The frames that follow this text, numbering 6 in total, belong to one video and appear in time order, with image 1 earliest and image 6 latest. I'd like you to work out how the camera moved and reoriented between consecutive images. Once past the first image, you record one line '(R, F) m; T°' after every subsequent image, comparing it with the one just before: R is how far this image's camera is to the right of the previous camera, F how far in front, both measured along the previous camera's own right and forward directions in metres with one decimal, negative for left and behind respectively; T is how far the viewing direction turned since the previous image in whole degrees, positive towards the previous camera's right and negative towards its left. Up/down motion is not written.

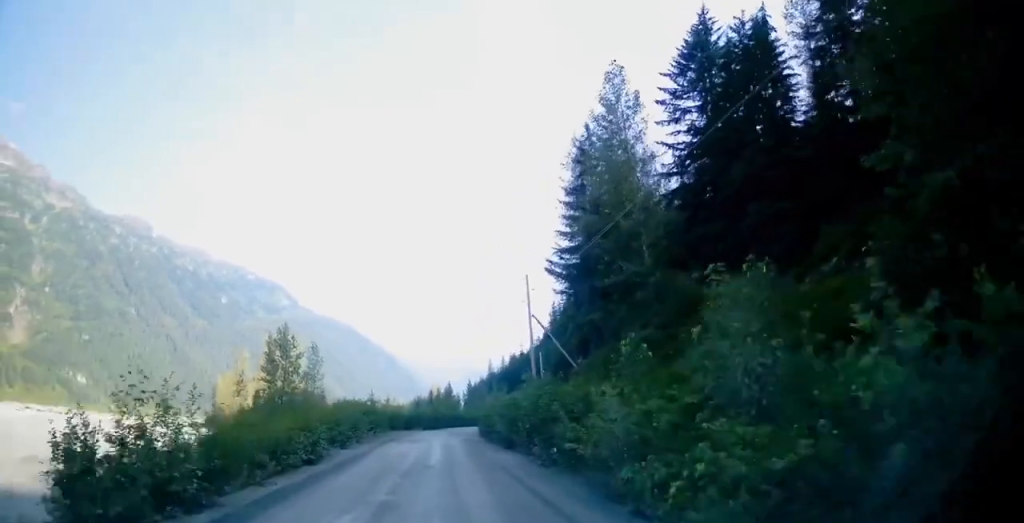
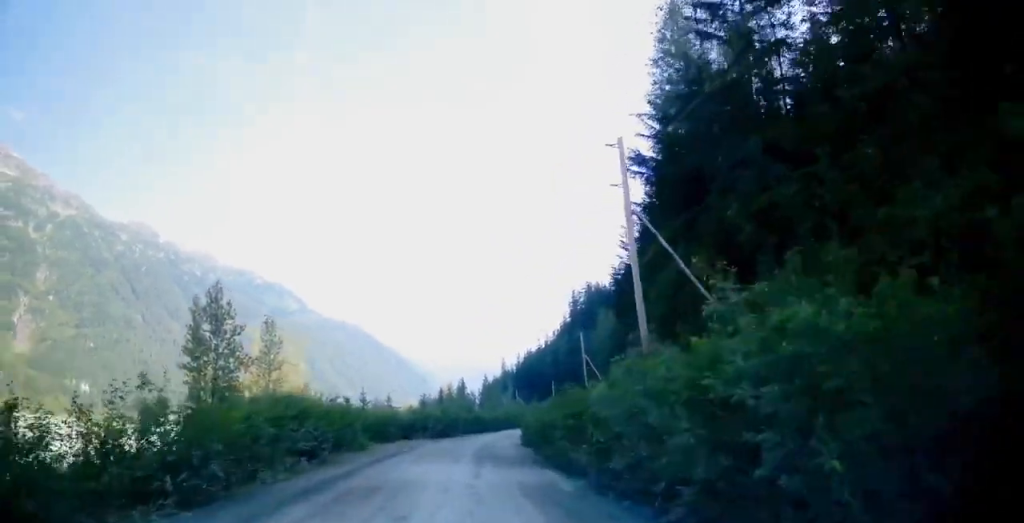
(-0.3, +26.8) m; -2°
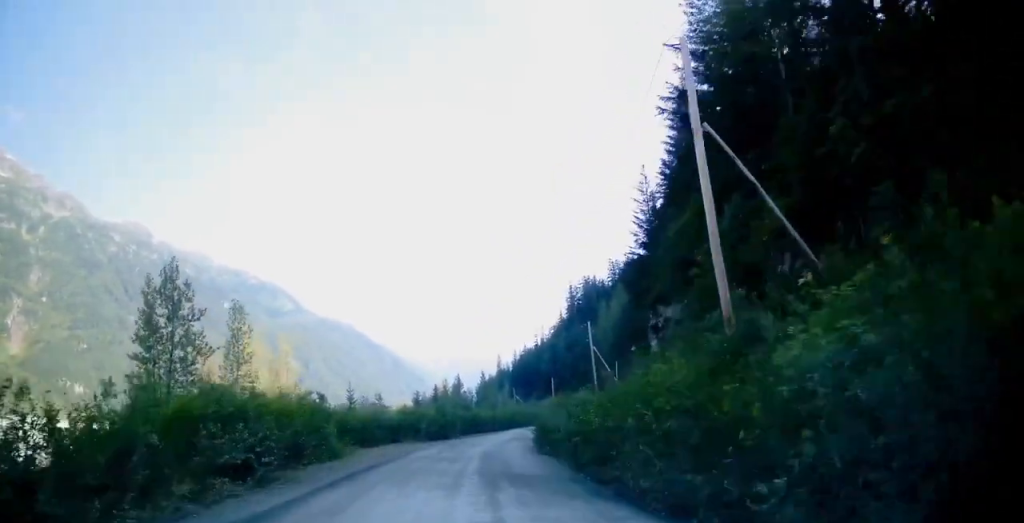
(-0.4, +8.1) m; 0°
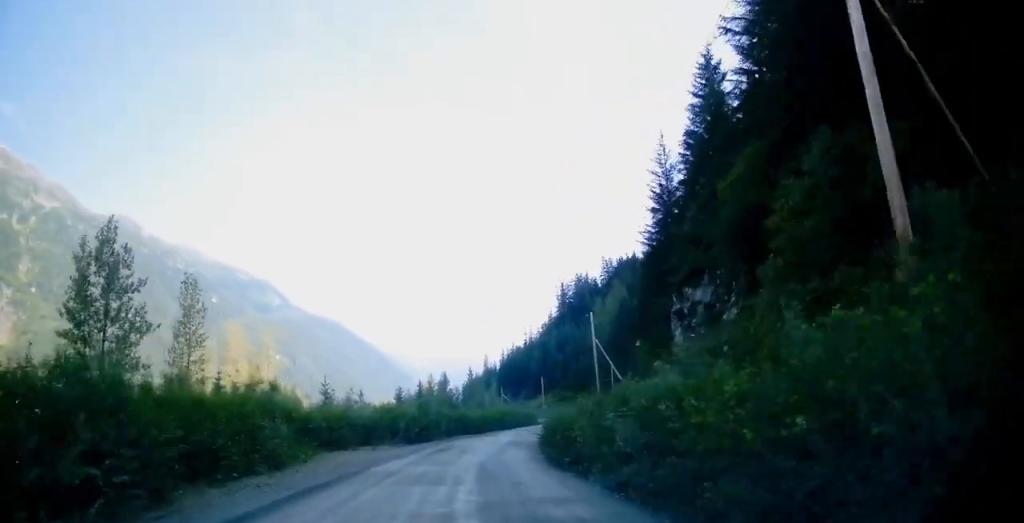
(+0.4, +8.1) m; +3°
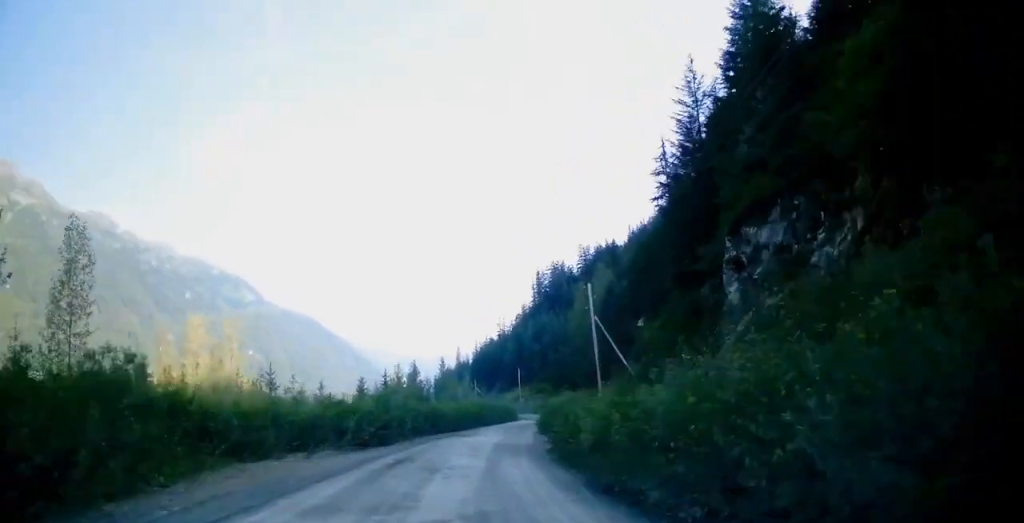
(+0.4, +12.8) m; +3°
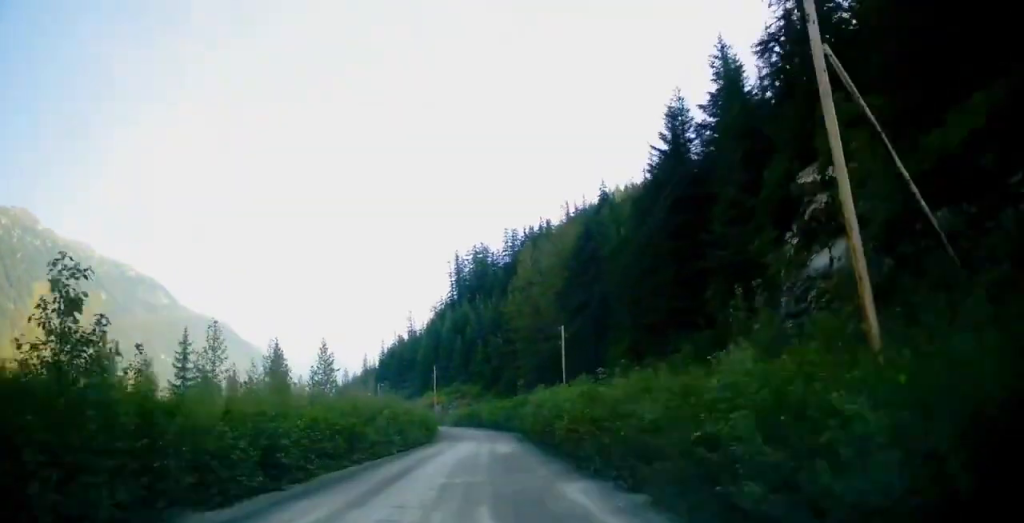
(+3.3, +46.6) m; +9°
